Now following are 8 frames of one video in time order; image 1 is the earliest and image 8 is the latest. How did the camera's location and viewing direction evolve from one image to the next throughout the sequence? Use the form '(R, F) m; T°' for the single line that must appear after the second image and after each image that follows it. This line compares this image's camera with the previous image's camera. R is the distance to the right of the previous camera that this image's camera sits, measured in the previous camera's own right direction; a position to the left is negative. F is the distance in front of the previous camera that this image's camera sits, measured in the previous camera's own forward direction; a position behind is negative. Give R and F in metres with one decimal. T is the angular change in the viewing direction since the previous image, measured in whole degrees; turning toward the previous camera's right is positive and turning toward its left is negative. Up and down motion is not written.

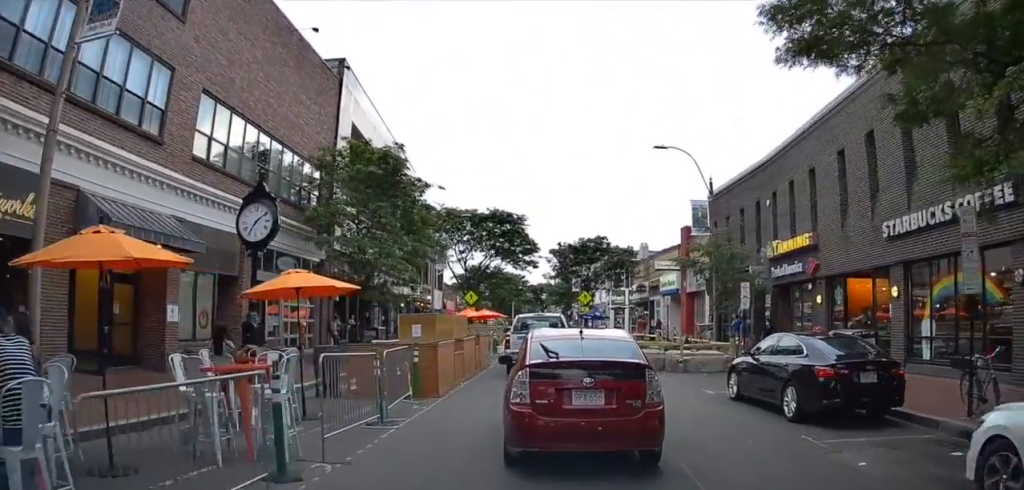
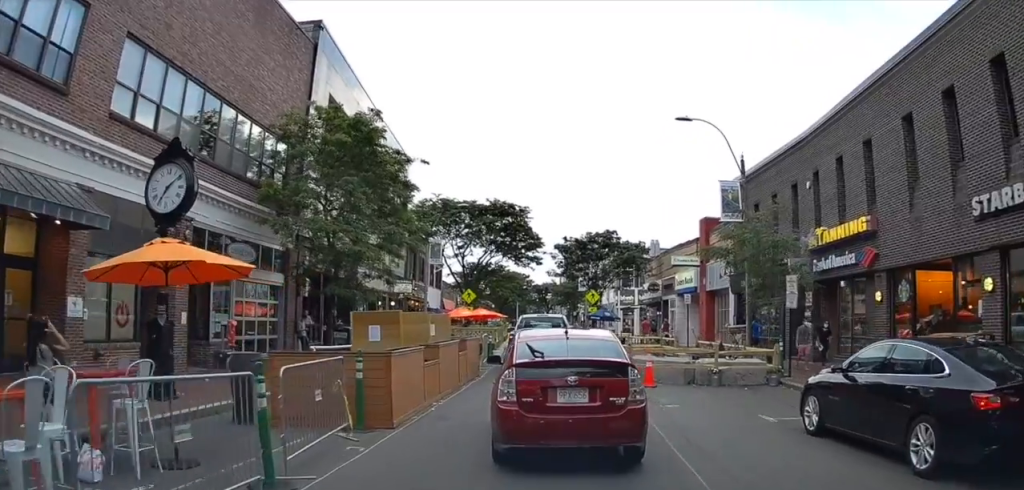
(+0.2, +4.5) m; +4°
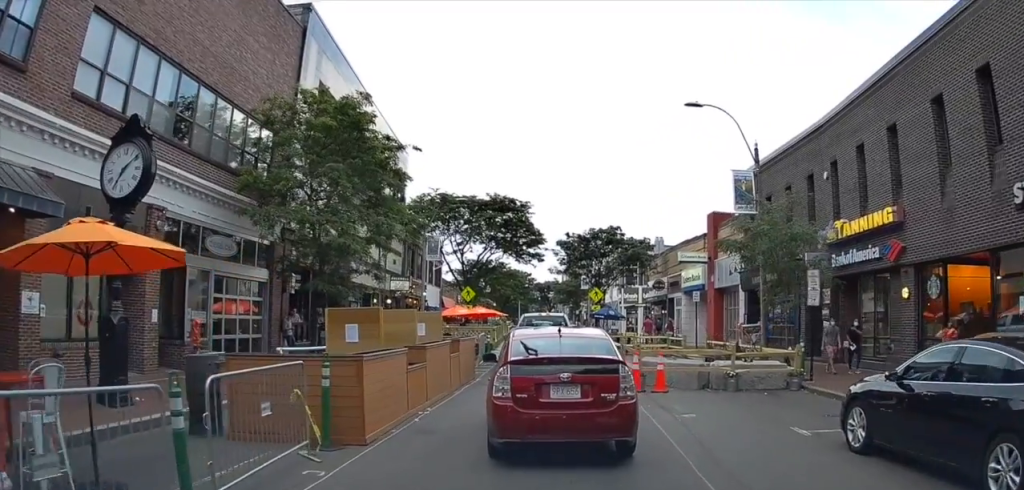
(0.0, +1.6) m; -1°
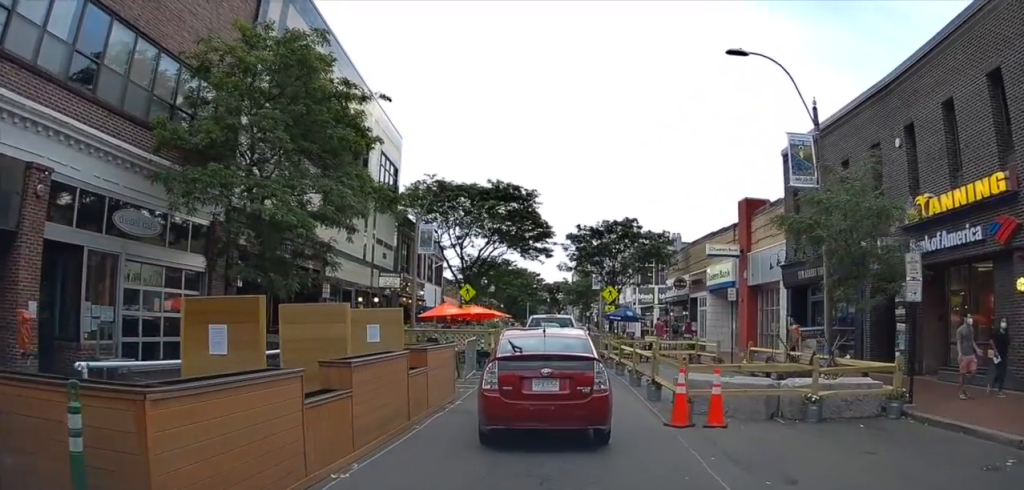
(-0.1, +5.0) m; -5°
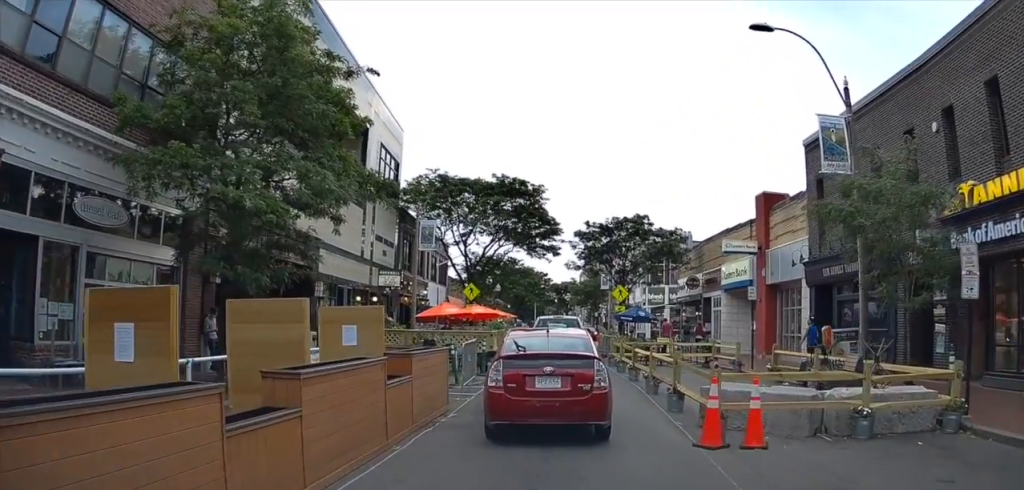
(0.0, +1.8) m; -3°
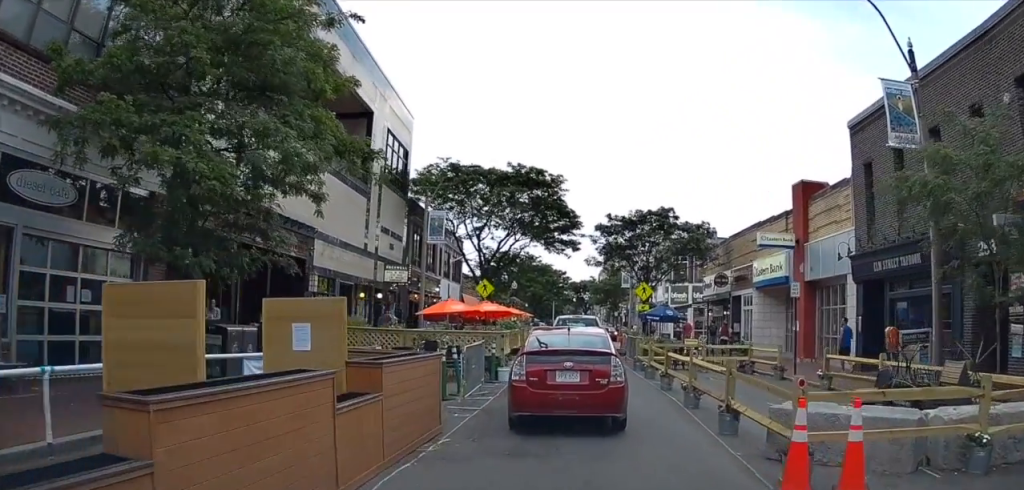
(0.0, +2.7) m; -3°
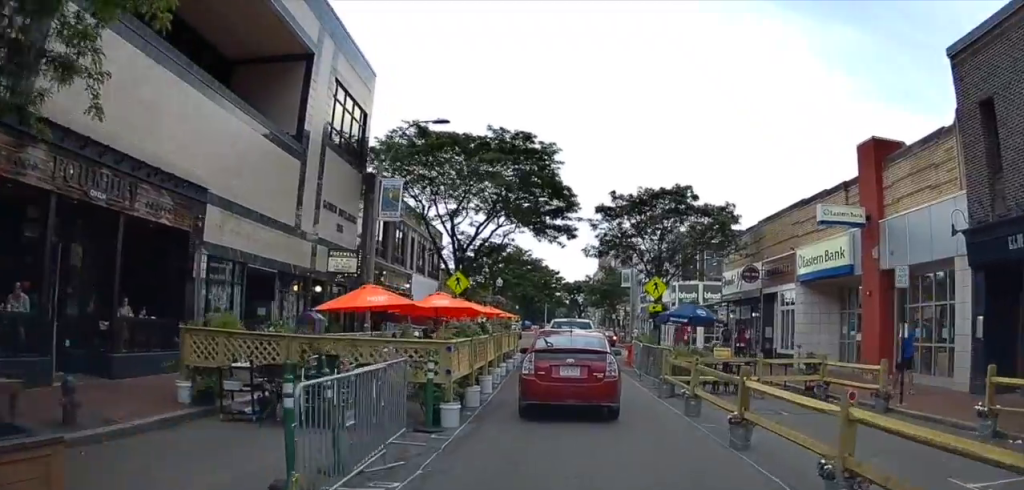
(+0.3, +7.2) m; +8°
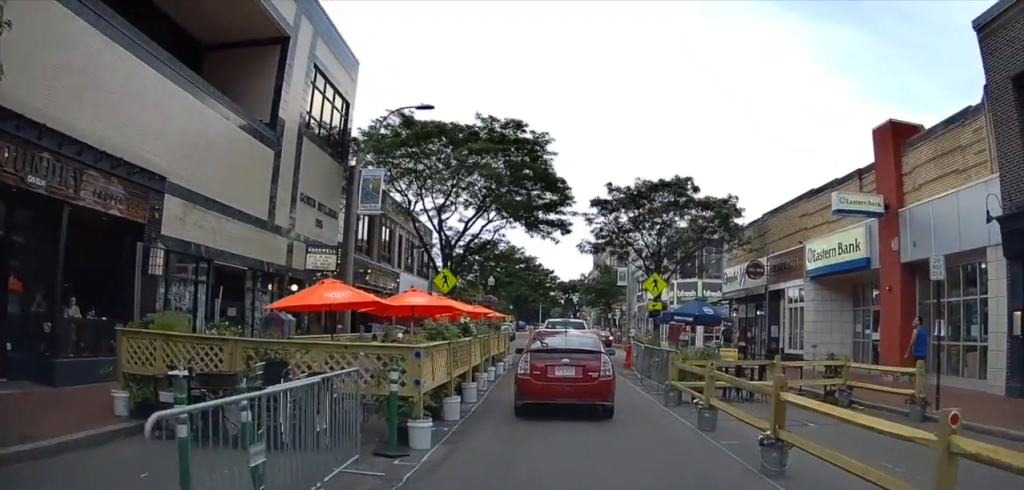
(0.0, +1.8) m; -2°
